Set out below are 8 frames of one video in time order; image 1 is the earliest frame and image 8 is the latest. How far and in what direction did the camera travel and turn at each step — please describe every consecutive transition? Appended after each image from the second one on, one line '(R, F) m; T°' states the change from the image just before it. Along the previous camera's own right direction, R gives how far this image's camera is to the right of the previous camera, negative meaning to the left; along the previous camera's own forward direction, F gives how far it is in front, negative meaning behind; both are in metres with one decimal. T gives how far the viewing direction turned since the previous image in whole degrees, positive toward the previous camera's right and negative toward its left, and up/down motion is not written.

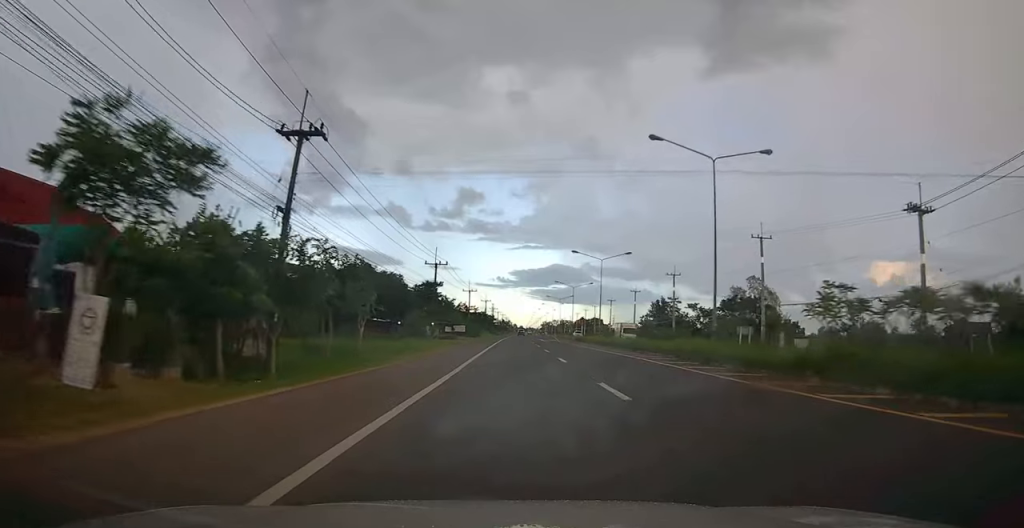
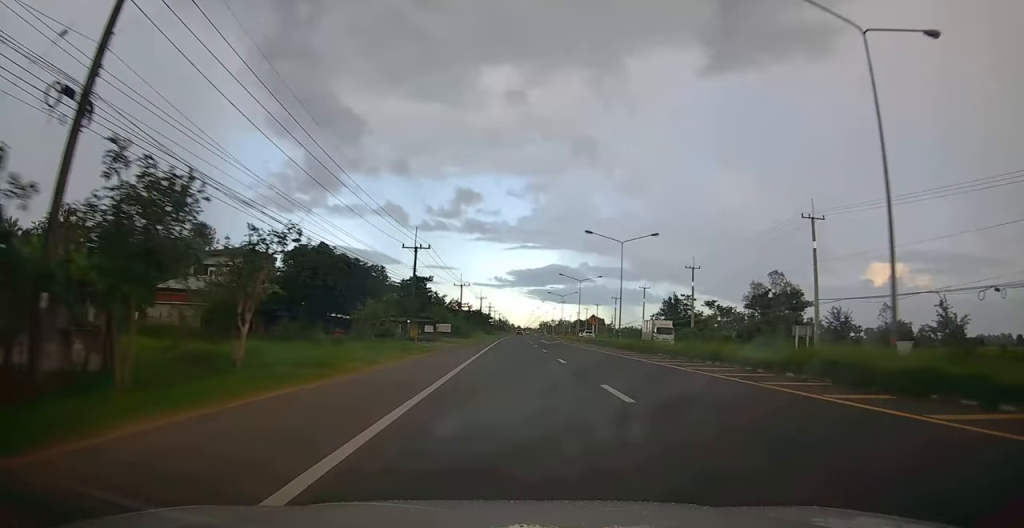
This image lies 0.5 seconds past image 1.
(0.0, +12.3) m; 0°
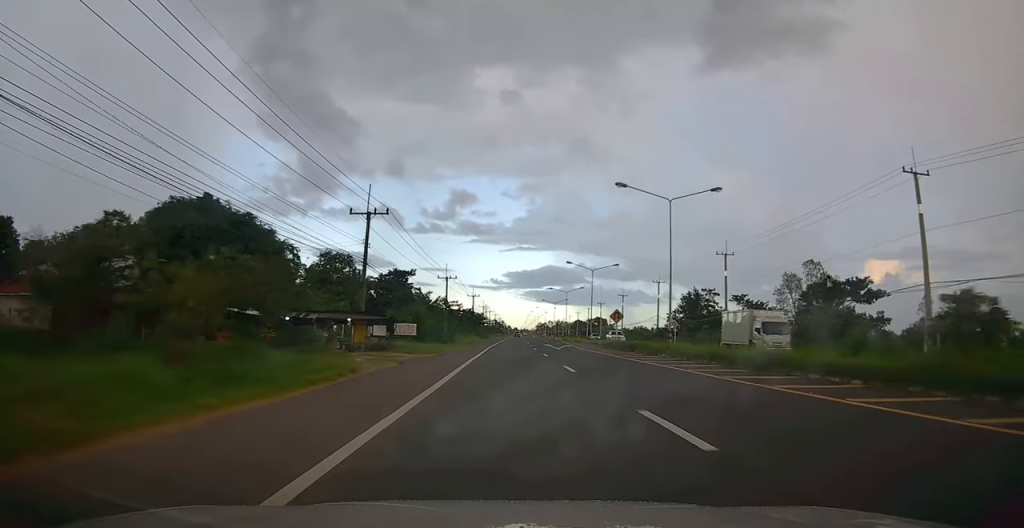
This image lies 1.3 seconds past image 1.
(-0.1, +16.1) m; 0°
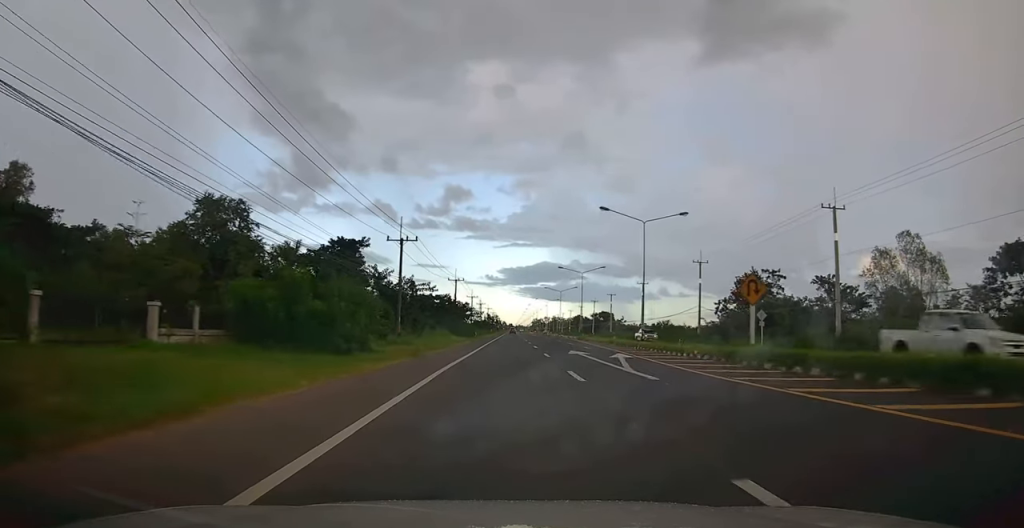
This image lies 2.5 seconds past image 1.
(+0.1, +28.5) m; 0°
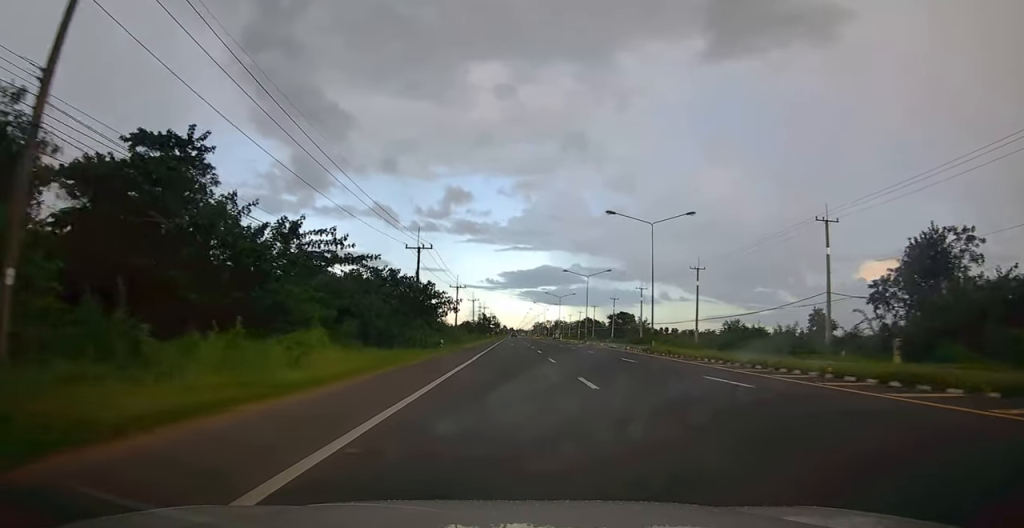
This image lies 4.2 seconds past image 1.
(-0.2, +37.0) m; 0°
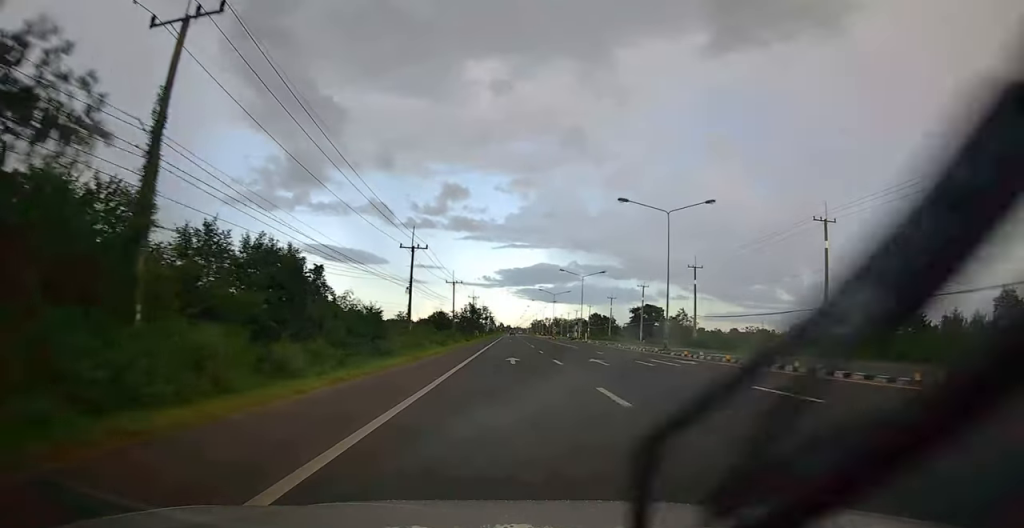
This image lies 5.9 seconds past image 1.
(+0.7, +39.5) m; +1°
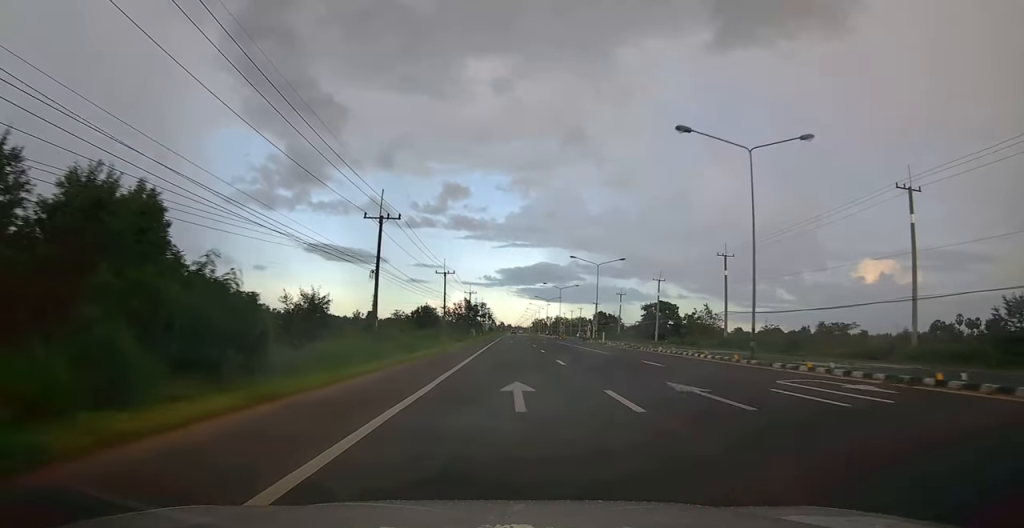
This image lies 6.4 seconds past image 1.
(+0.2, +13.3) m; 0°
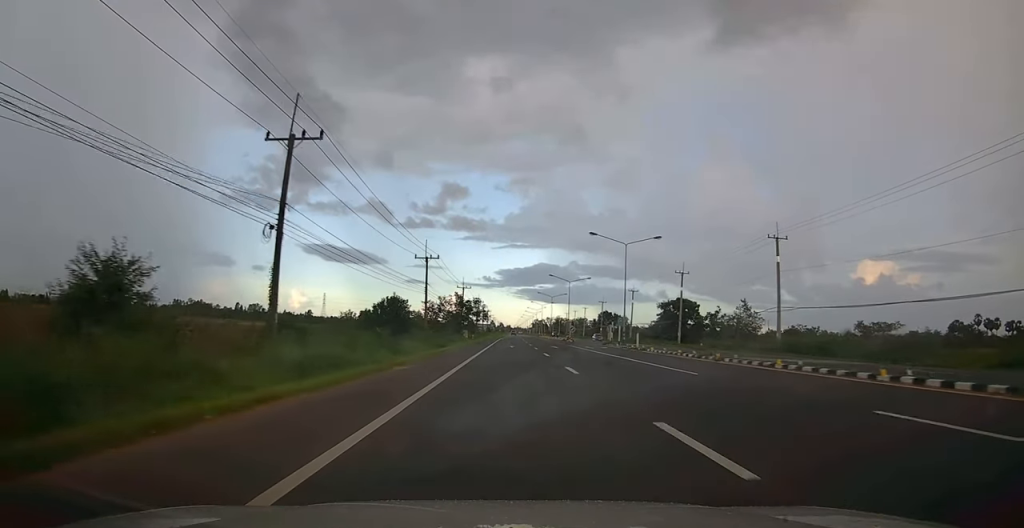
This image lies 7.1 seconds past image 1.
(-0.4, +16.1) m; -1°
